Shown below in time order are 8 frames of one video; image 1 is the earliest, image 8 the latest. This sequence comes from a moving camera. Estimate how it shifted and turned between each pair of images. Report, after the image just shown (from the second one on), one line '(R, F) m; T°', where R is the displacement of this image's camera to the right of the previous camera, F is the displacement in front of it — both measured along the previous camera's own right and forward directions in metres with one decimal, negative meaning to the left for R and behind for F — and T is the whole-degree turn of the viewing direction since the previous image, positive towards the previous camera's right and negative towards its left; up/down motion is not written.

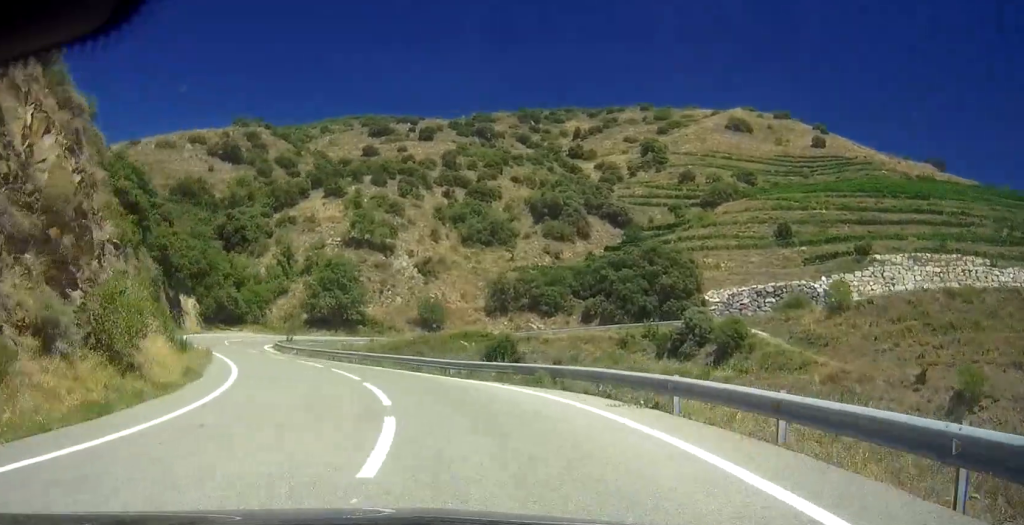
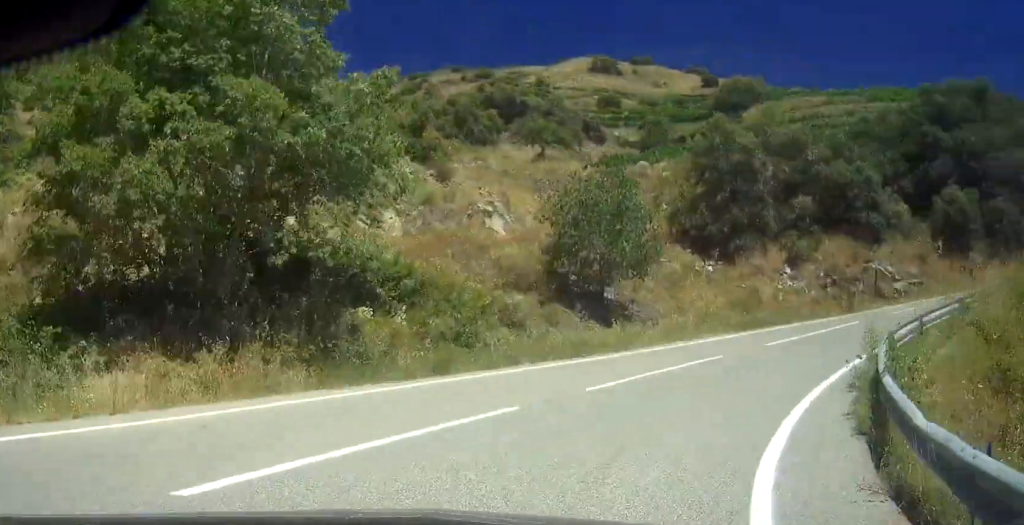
(+3.5, +77.1) m; +64°
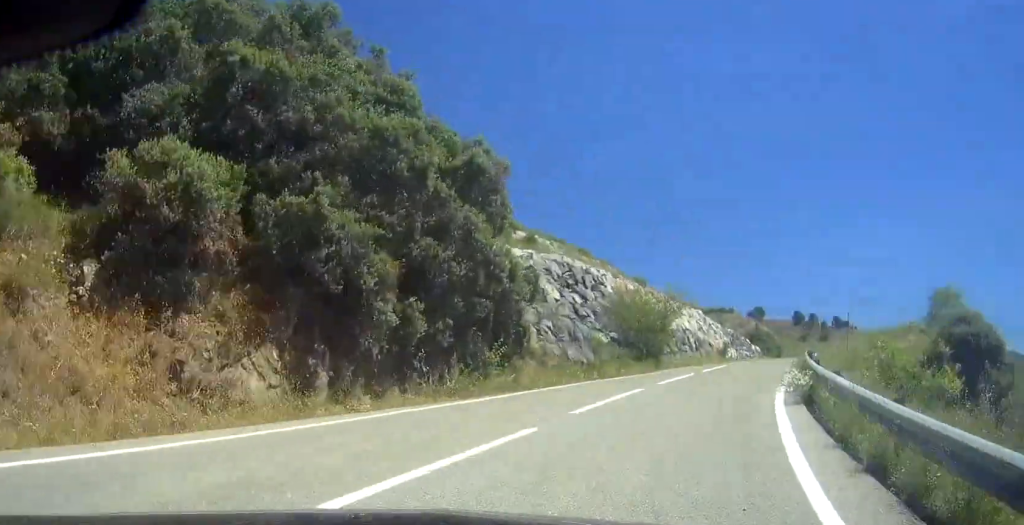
(+16.6, +28.5) m; +38°
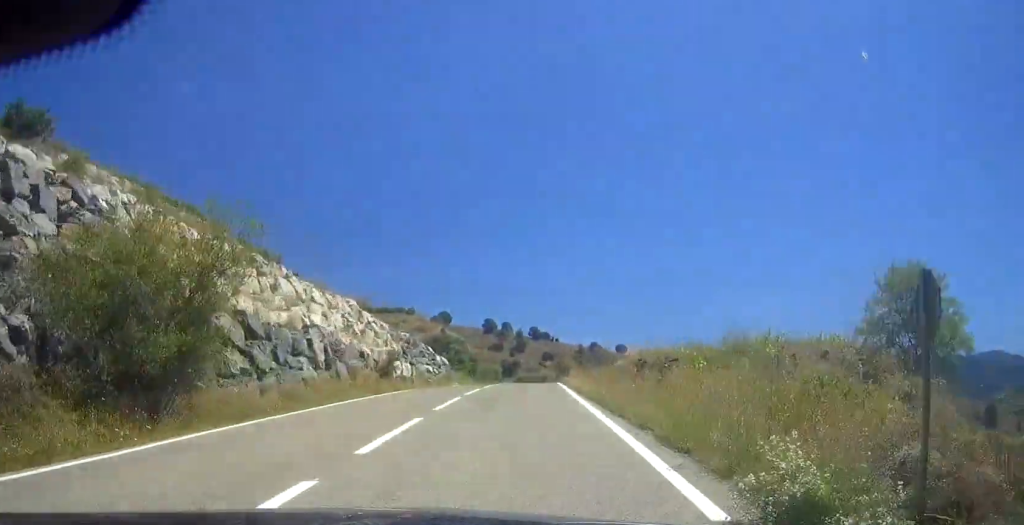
(+5.9, +27.6) m; +9°
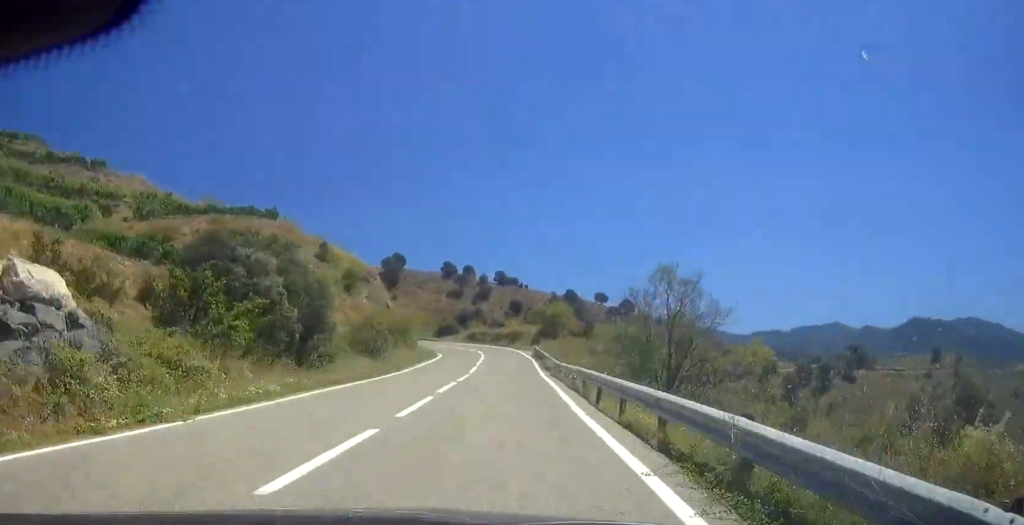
(+6.0, +59.8) m; +1°
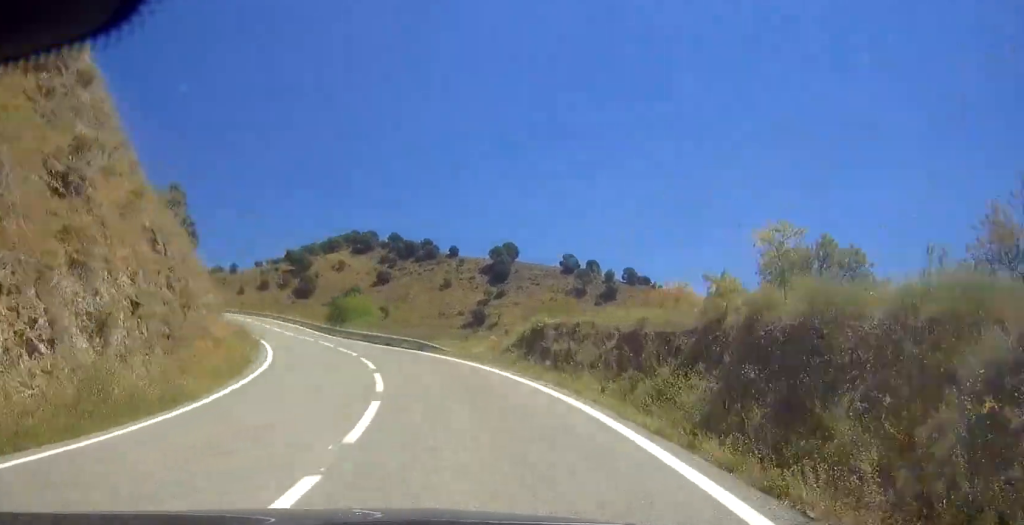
(-6.4, +65.5) m; -15°
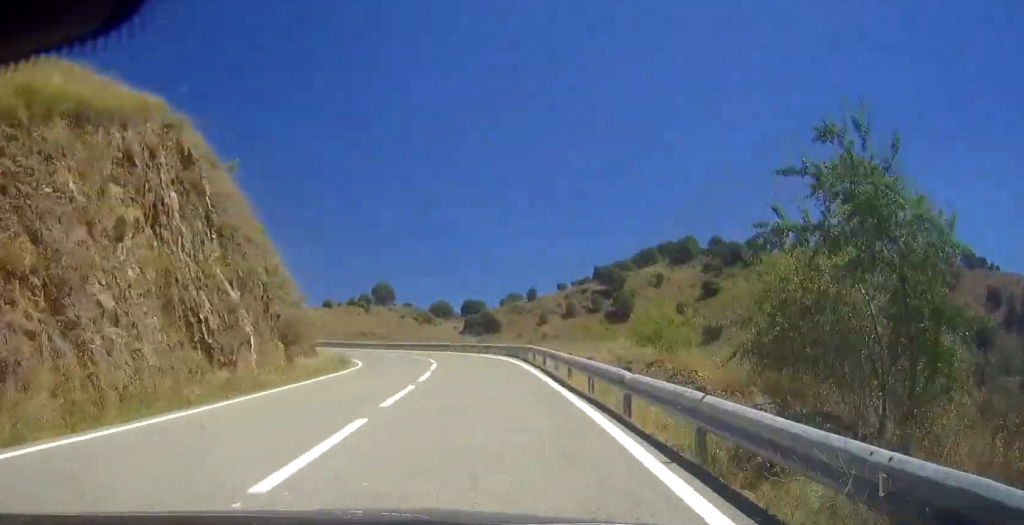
(-8.1, +55.5) m; -23°
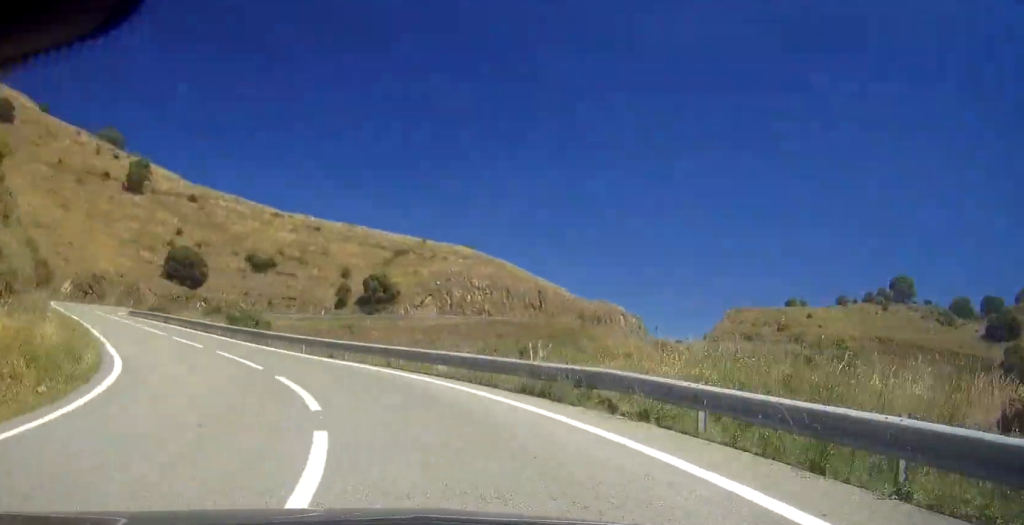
(-15.9, +52.4) m; -39°
